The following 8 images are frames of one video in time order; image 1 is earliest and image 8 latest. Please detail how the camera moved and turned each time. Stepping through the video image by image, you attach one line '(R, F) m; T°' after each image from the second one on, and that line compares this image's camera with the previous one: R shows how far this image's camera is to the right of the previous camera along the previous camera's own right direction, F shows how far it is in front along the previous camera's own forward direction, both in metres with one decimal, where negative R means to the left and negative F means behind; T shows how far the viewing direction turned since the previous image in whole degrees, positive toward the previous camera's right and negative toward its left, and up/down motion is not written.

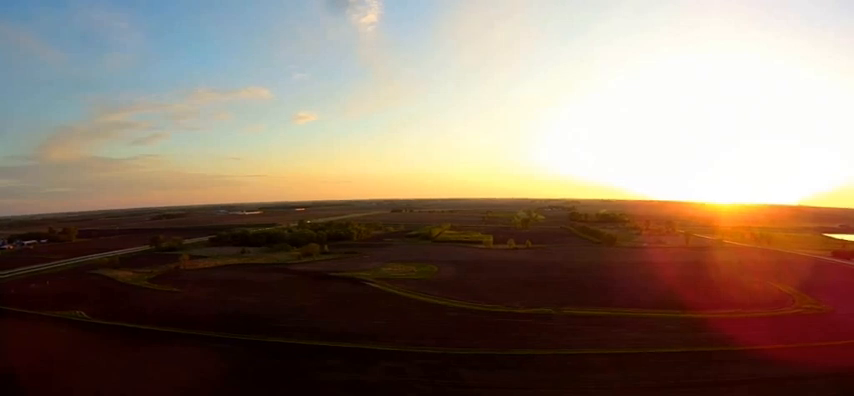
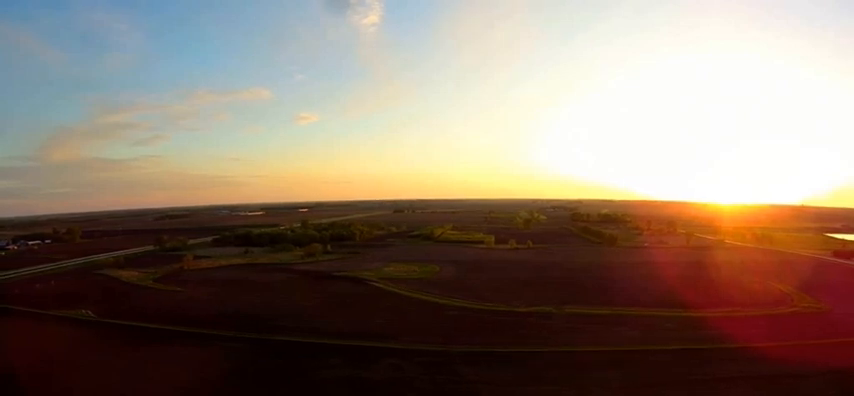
(0.0, +7.2) m; +1°
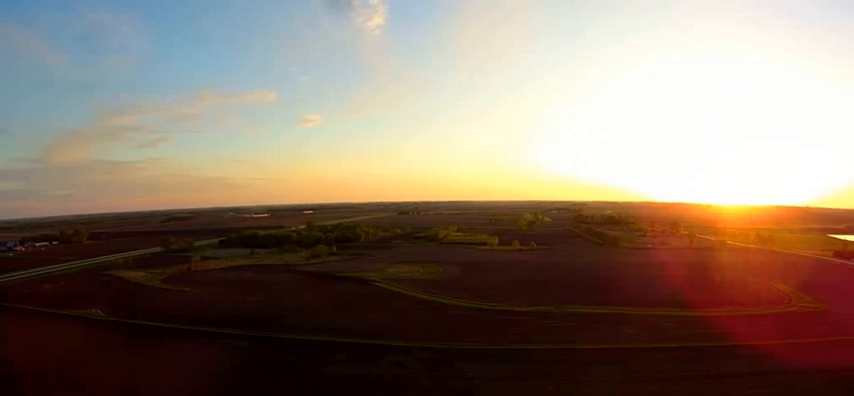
(0.0, +7.5) m; 0°
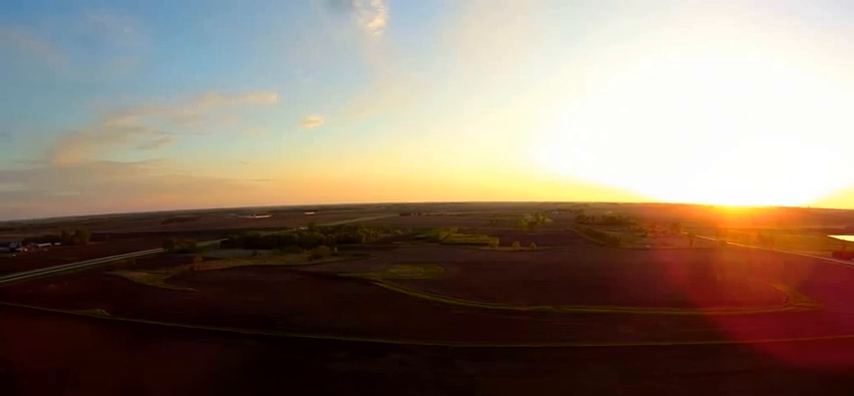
(0.0, +4.2) m; 0°
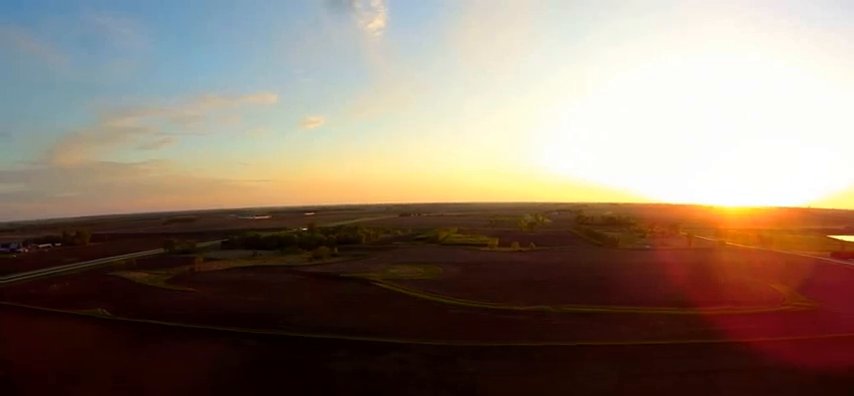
(0.0, +2.7) m; 0°
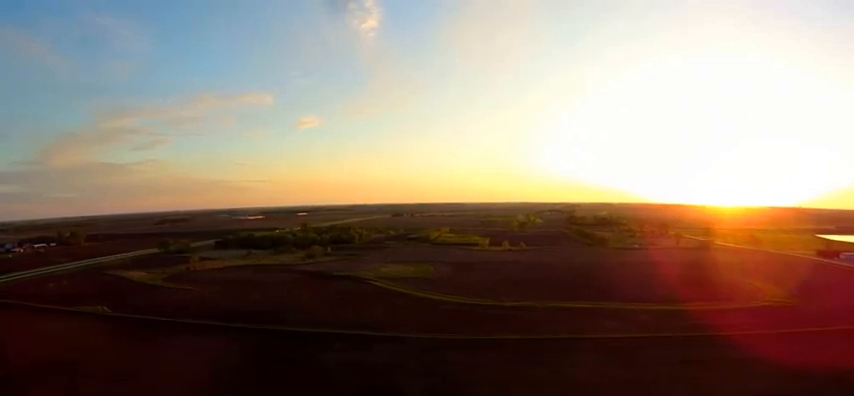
(0.0, +10.0) m; 0°
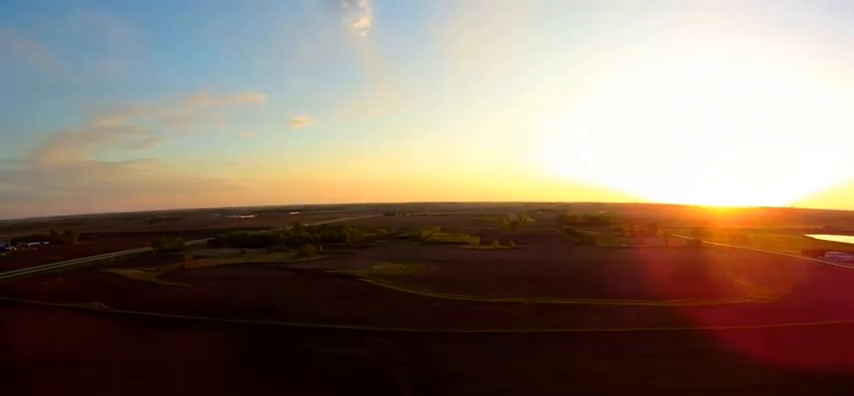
(0.0, +8.1) m; 0°
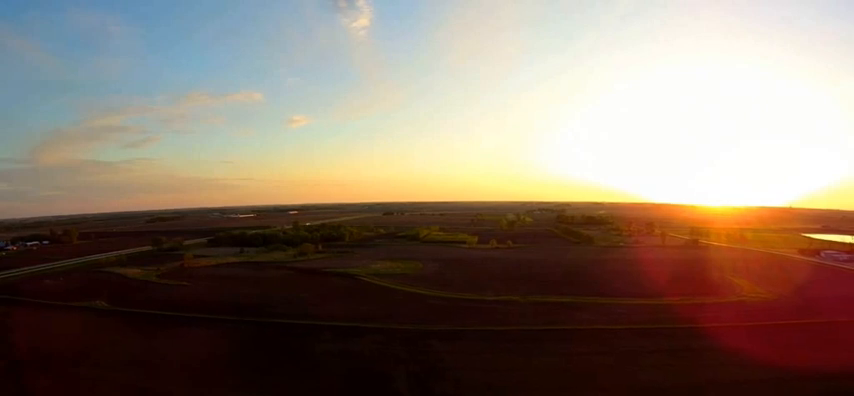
(0.0, +3.8) m; 0°
